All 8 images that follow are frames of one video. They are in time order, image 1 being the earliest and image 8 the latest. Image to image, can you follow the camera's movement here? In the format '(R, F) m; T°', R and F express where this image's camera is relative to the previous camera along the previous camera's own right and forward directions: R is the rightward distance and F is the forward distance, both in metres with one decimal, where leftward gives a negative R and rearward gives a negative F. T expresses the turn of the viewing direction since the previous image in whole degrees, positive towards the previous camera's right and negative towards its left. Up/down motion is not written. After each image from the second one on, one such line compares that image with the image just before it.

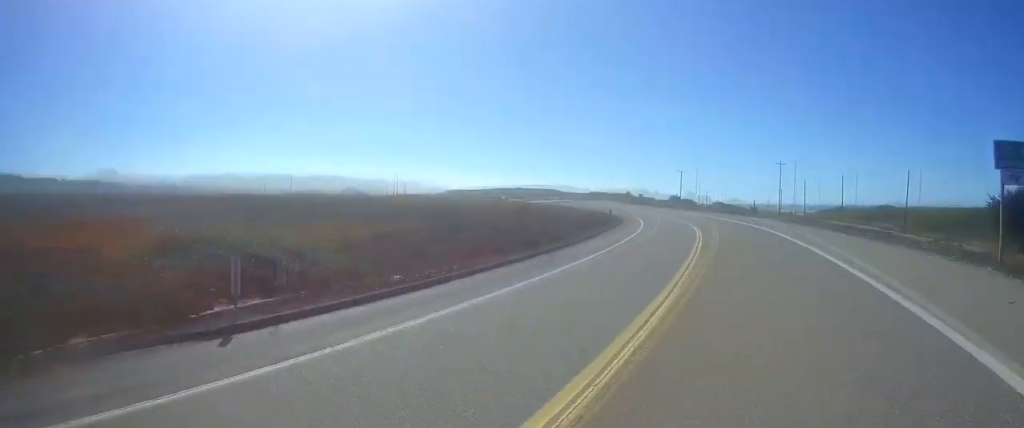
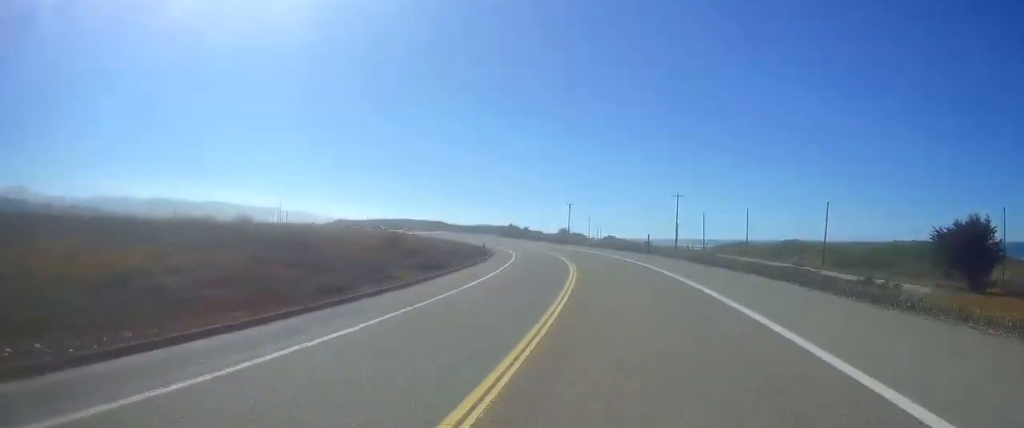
(0.0, +9.7) m; -3°
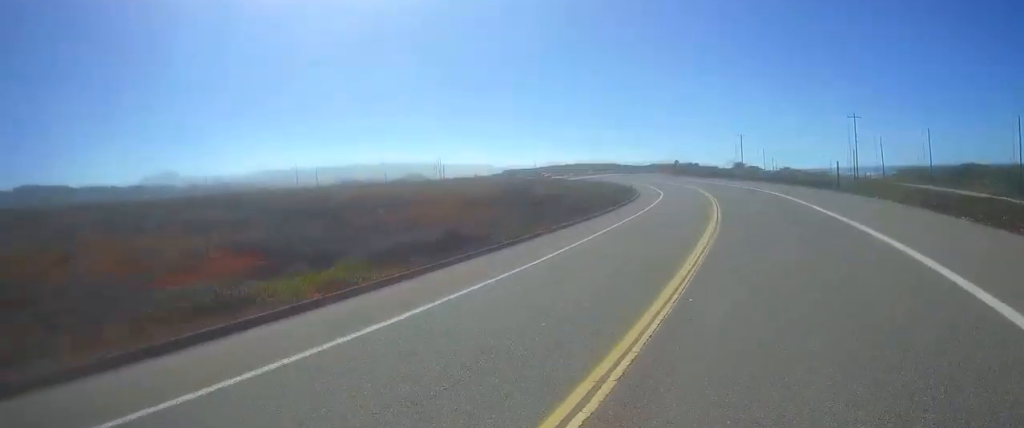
(-1.0, +18.7) m; -3°
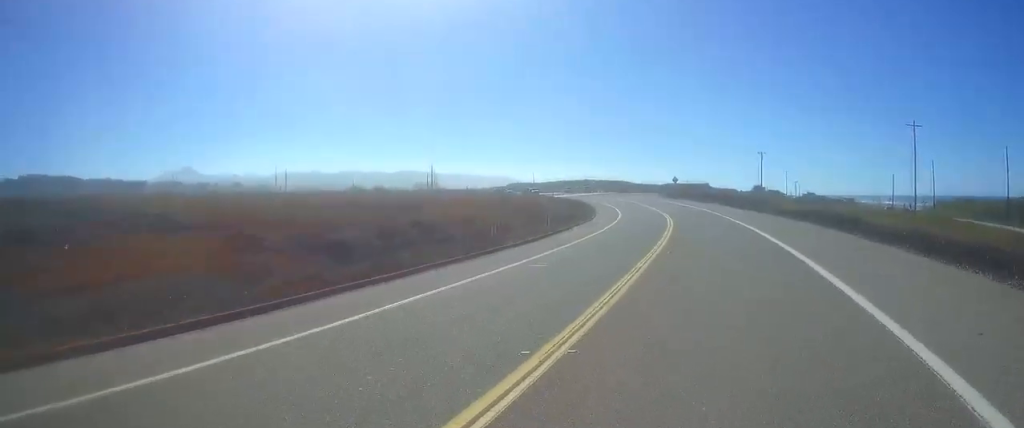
(-0.3, +30.0) m; -2°
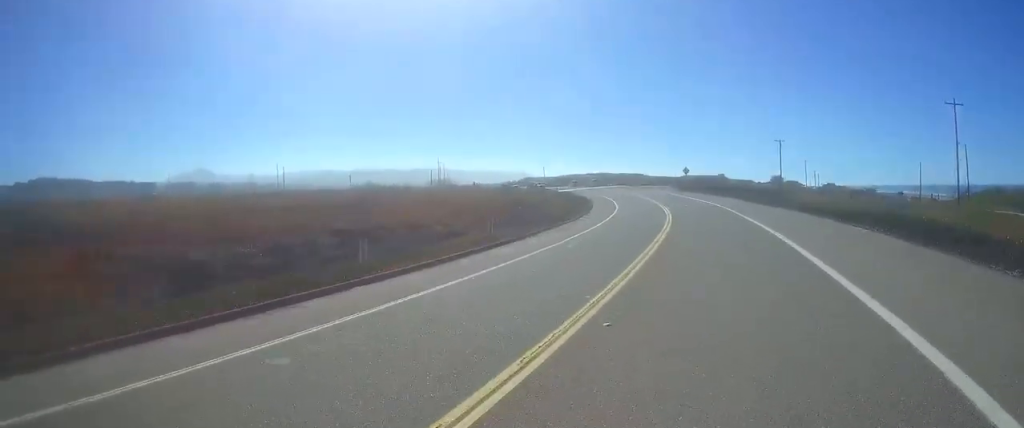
(+0.3, +10.7) m; -3°
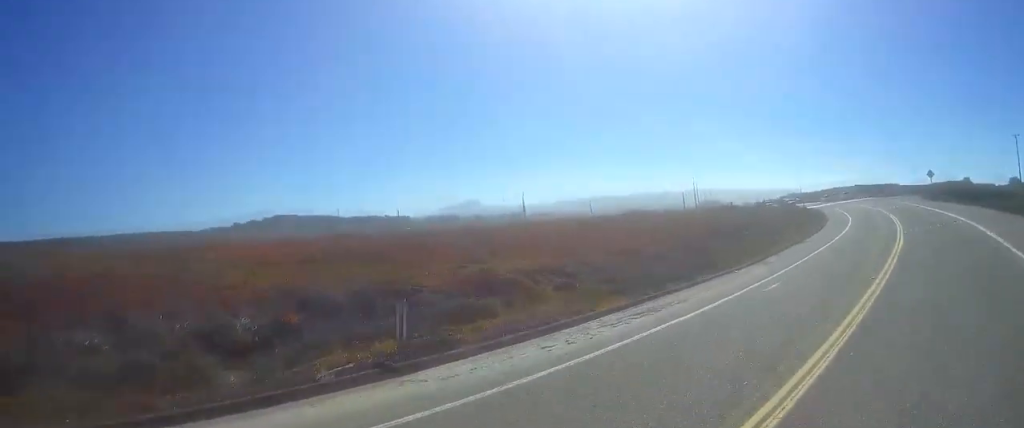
(-1.3, +17.1) m; -4°
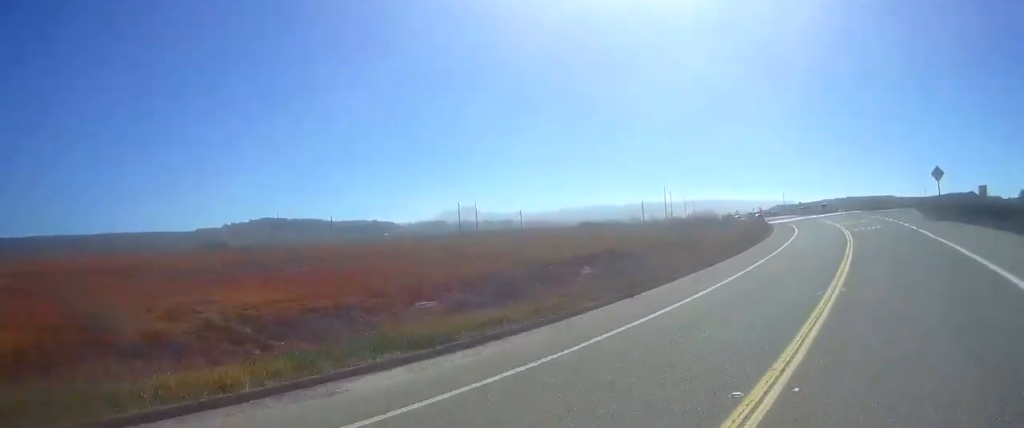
(-0.9, +29.2) m; -4°
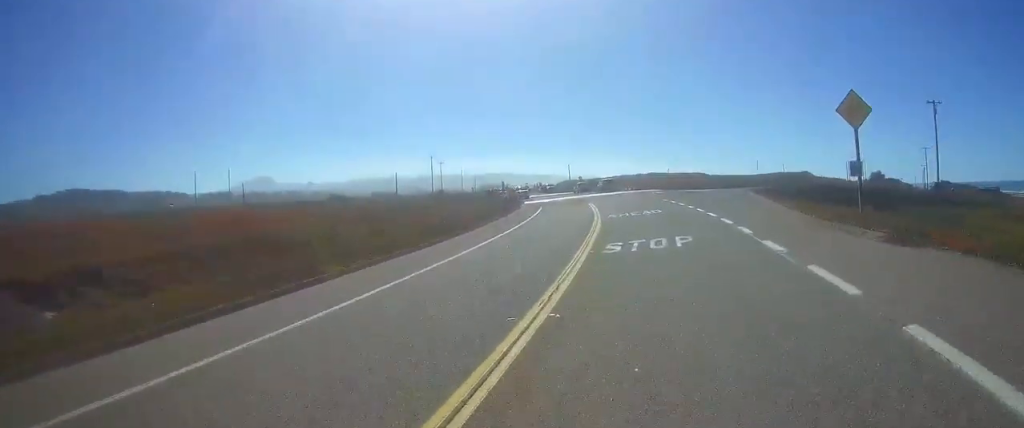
(-1.1, +26.7) m; -4°
